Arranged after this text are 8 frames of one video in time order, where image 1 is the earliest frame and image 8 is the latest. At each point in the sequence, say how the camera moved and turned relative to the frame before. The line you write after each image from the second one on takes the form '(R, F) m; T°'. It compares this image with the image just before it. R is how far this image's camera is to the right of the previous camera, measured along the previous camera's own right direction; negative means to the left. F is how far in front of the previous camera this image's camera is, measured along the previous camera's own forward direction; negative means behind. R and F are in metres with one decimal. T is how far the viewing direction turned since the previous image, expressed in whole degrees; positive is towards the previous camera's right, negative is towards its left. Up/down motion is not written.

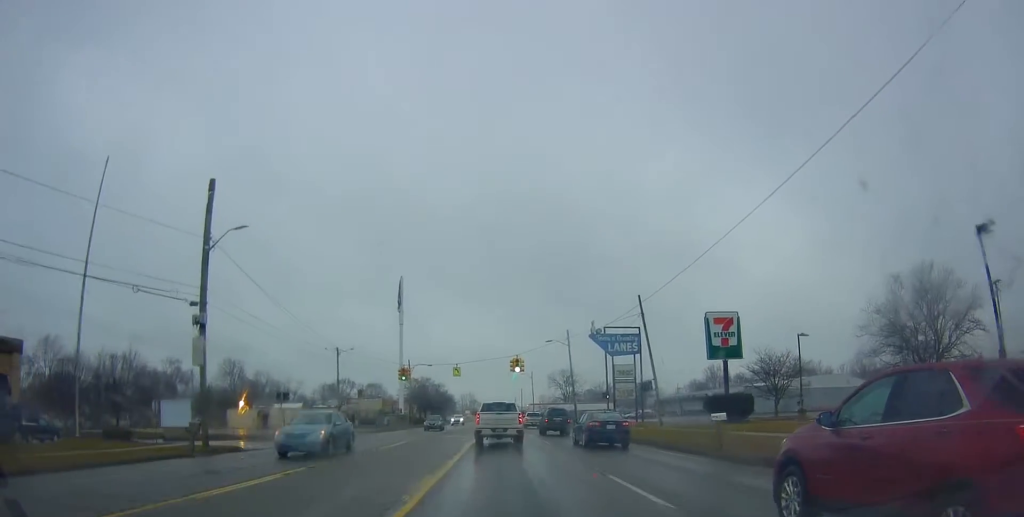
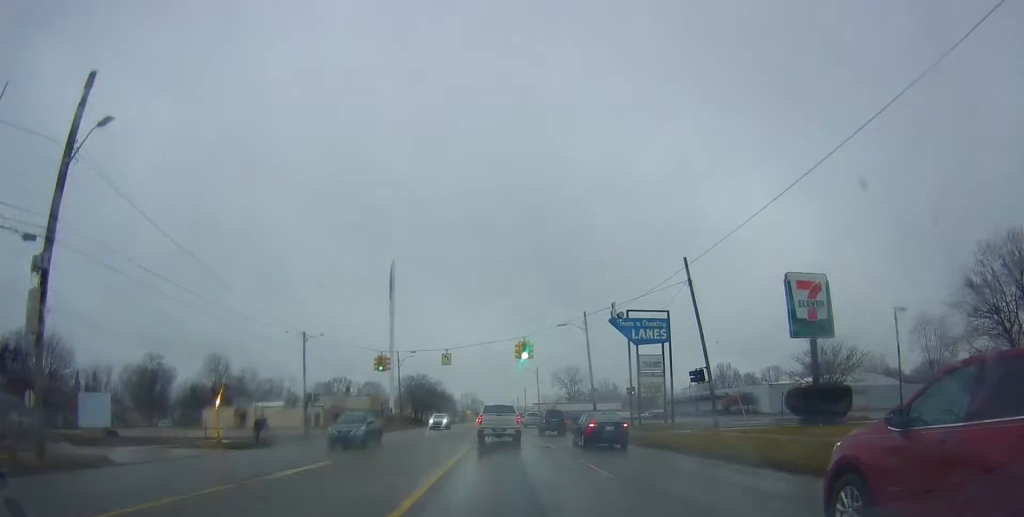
(0.0, +11.4) m; +2°
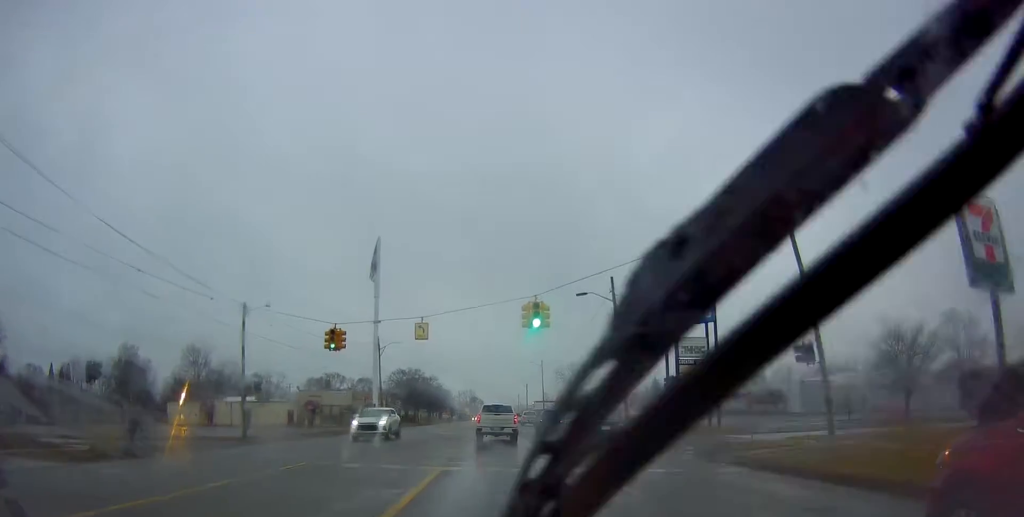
(+0.2, +12.4) m; +1°
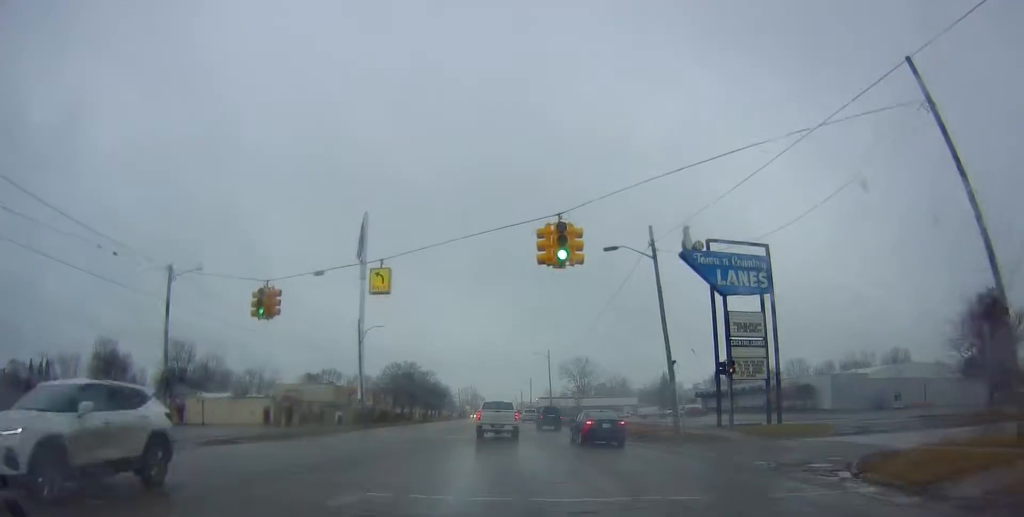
(0.0, +10.0) m; 0°
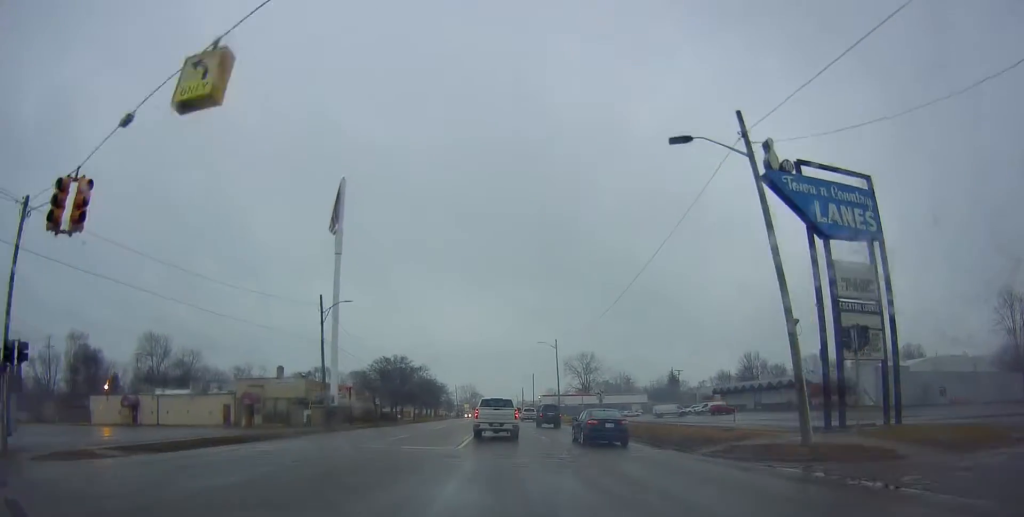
(0.0, +12.3) m; 0°
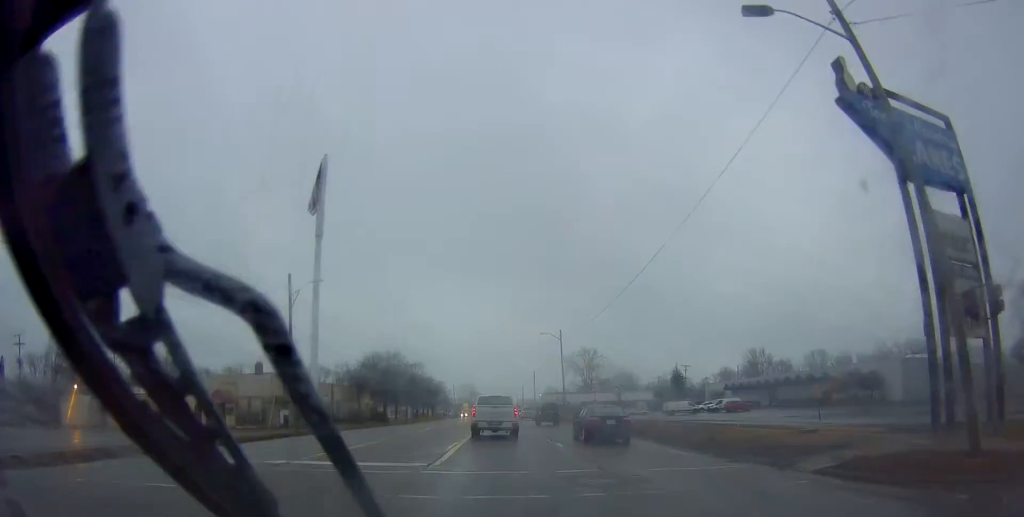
(0.0, +6.9) m; 0°
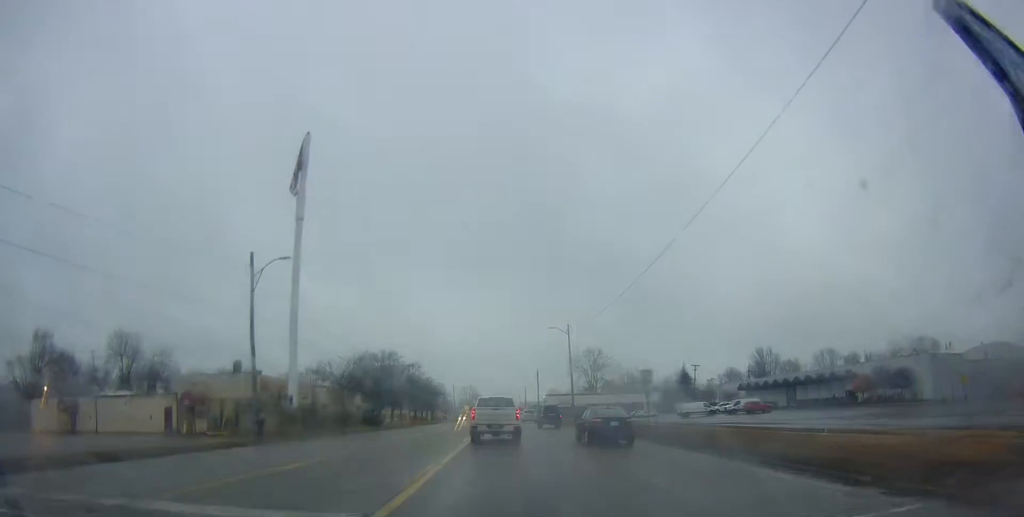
(0.0, +6.8) m; 0°
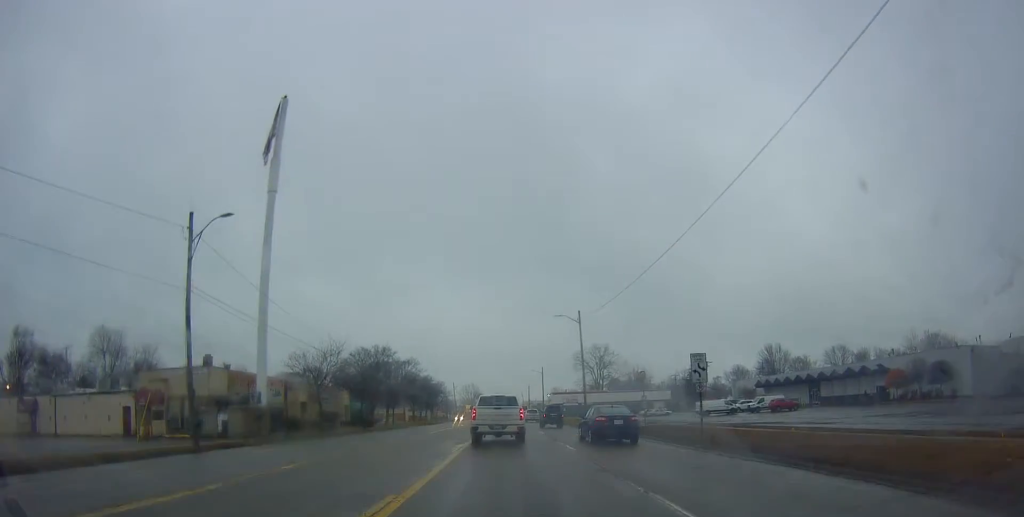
(0.0, +7.8) m; 0°
